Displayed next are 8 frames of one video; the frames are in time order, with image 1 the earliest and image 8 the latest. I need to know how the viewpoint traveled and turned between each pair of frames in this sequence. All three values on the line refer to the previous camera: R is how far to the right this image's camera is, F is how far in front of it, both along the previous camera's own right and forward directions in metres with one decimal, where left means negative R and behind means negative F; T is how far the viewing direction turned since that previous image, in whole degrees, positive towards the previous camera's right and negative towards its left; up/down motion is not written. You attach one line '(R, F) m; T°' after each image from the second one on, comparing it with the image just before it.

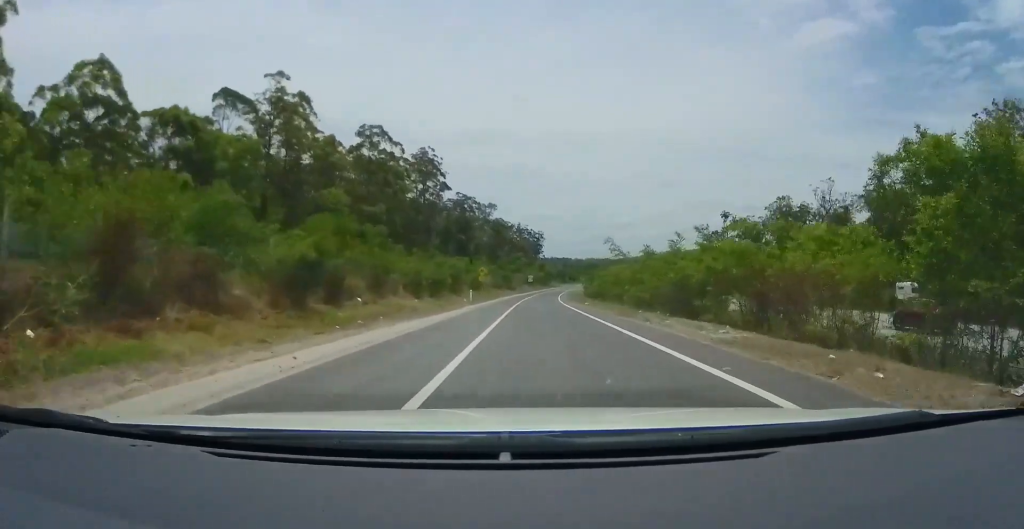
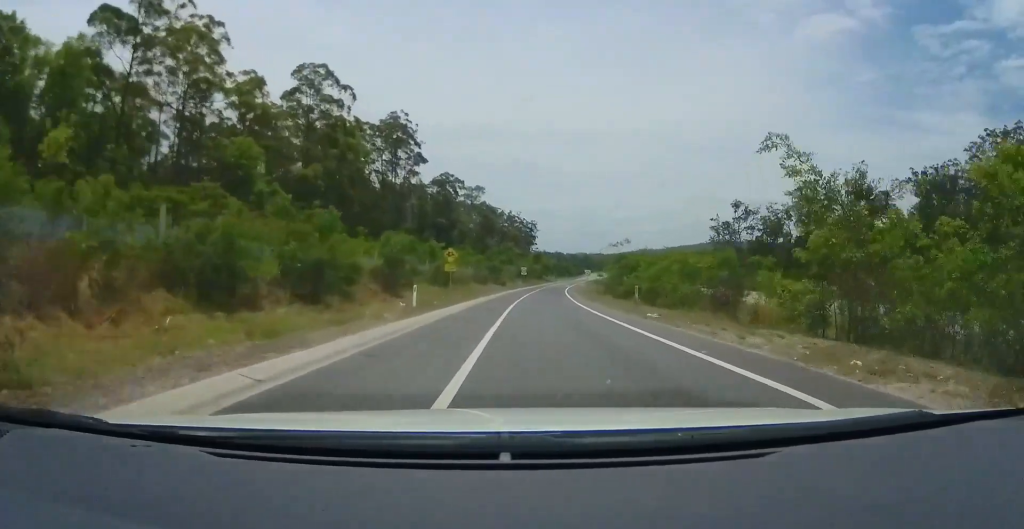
(+0.4, +21.9) m; +1°
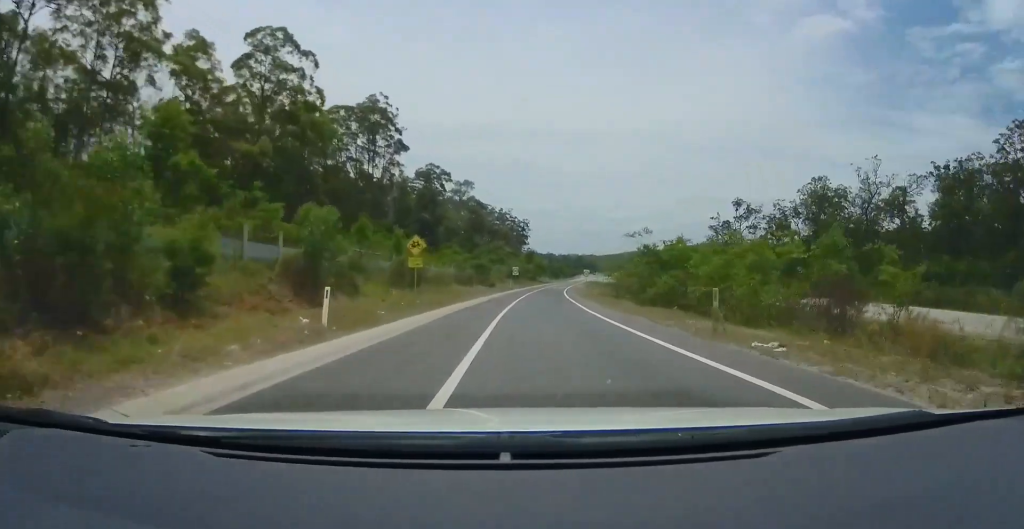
(0.0, +9.5) m; 0°
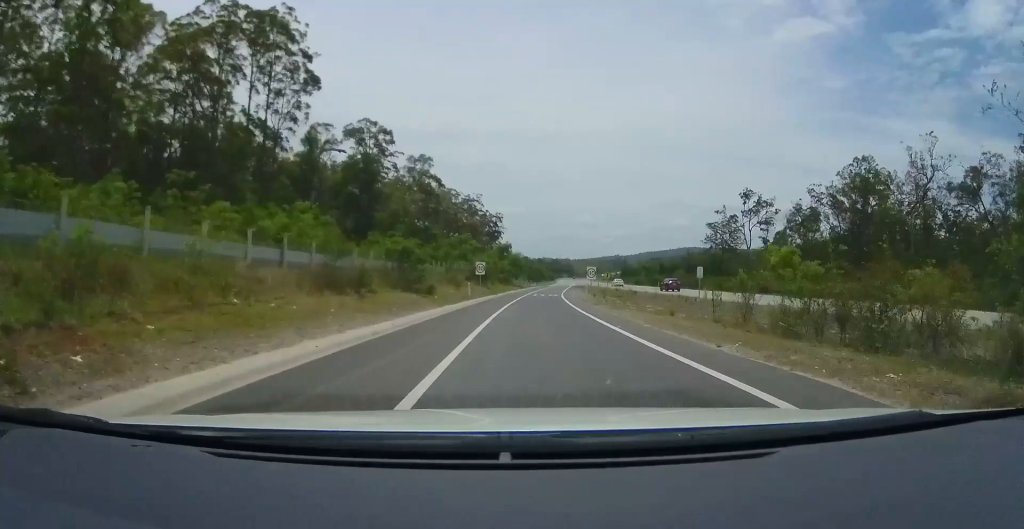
(+0.4, +30.8) m; +3°
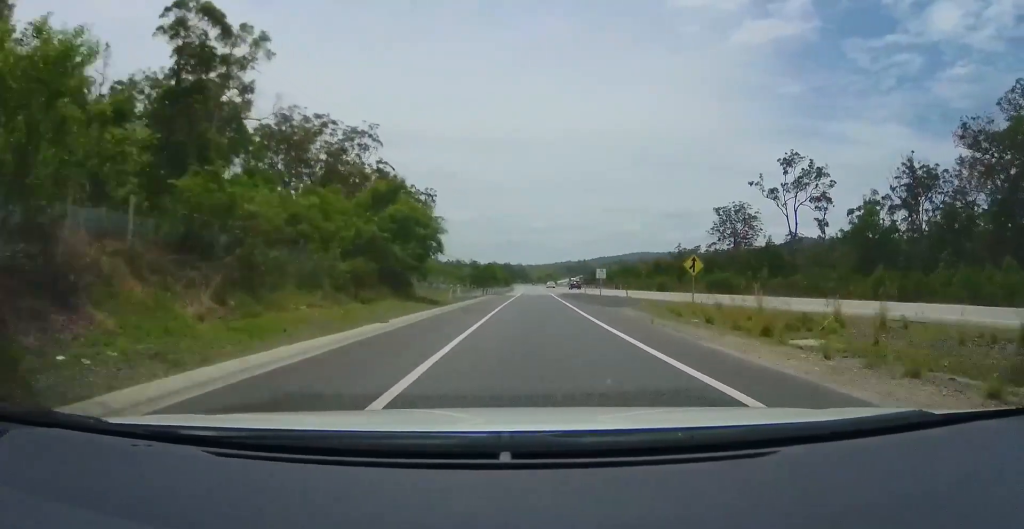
(+2.2, +59.2) m; +5°
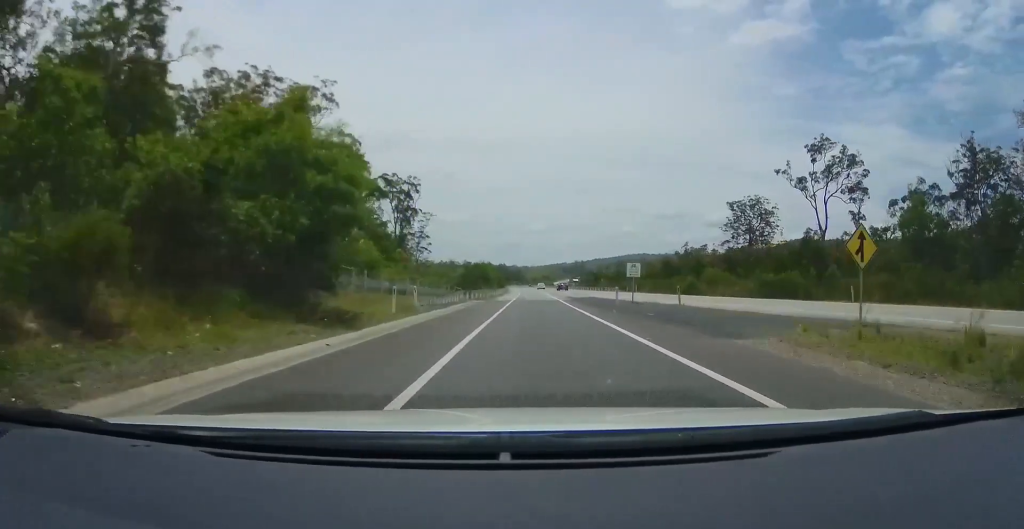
(+0.3, +15.7) m; +2°
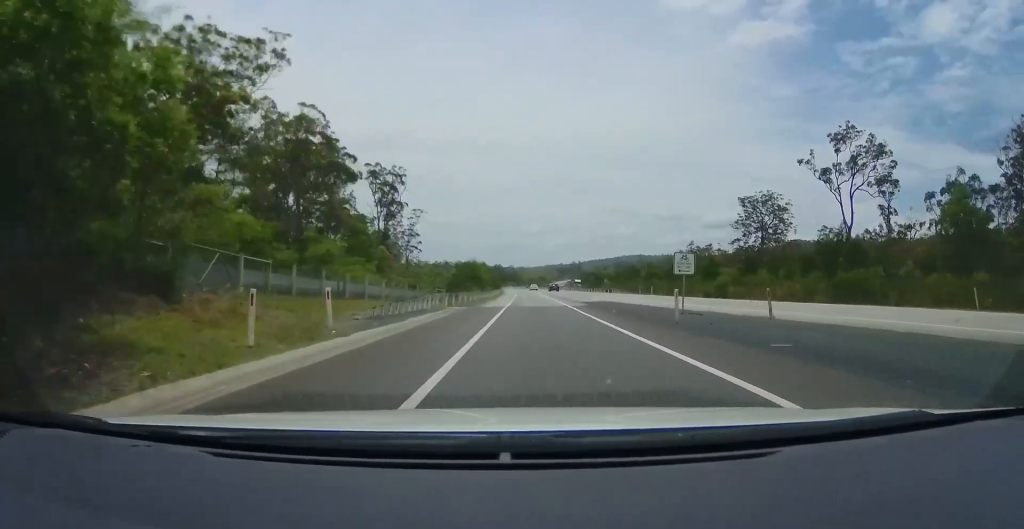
(+0.1, +11.4) m; 0°
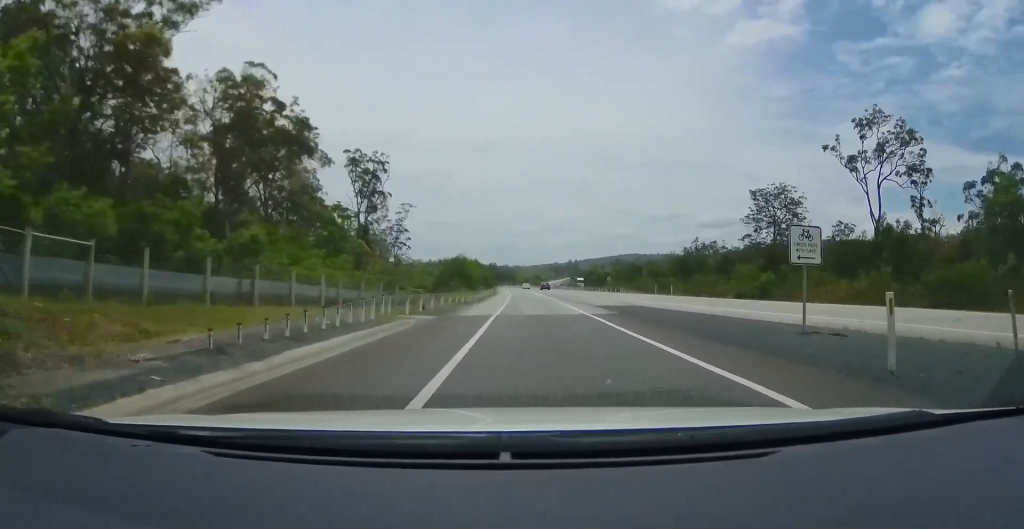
(+0.1, +10.5) m; 0°
